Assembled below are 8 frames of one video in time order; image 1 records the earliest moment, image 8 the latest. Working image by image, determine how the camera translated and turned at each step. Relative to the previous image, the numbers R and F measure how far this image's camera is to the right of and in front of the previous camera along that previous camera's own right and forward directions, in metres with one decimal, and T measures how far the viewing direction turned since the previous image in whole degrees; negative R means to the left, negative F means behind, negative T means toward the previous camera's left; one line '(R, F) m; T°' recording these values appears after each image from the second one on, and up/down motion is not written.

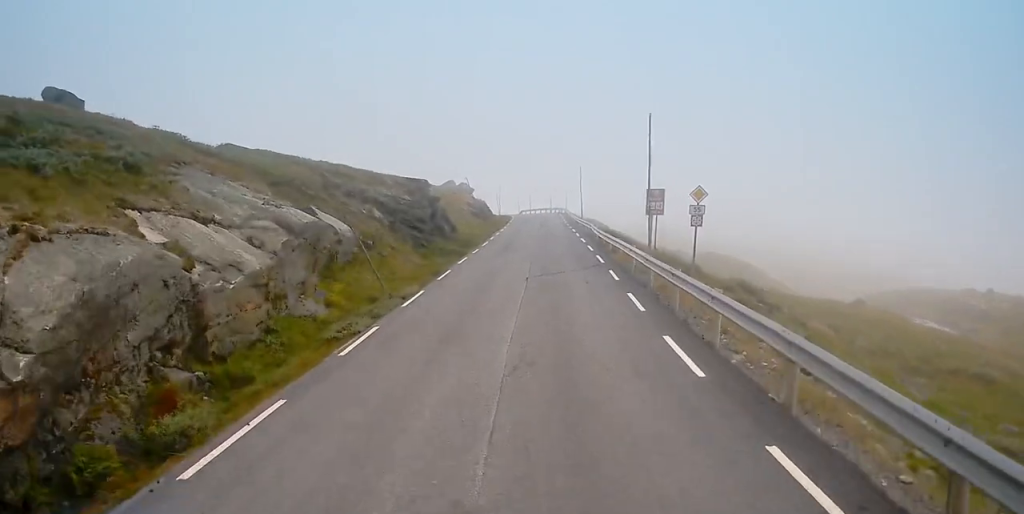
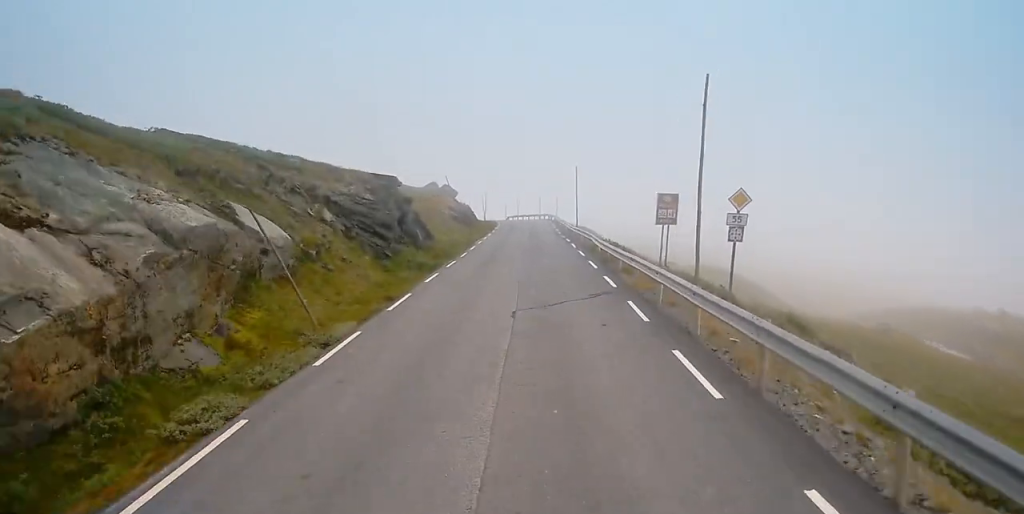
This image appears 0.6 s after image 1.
(-0.4, +7.1) m; 0°
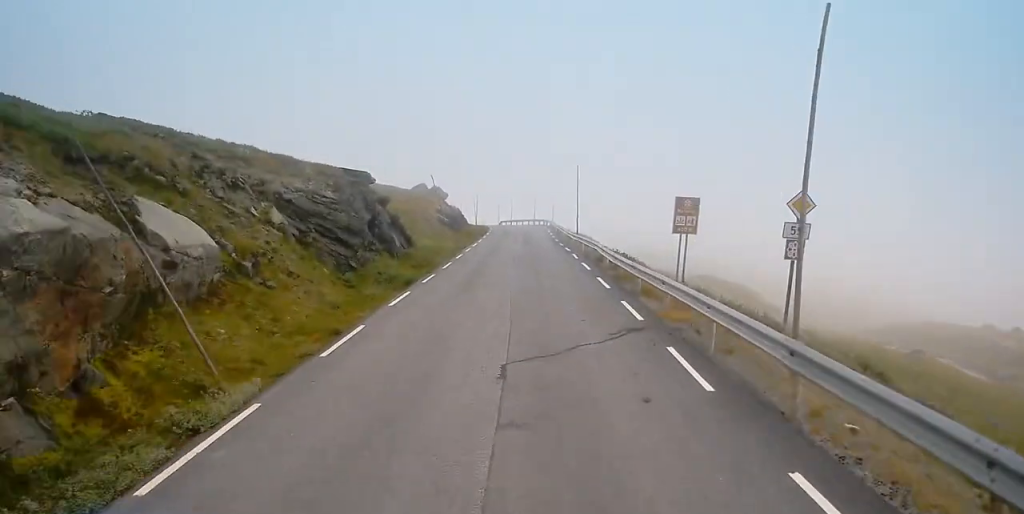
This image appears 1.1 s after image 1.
(-0.1, +5.5) m; 0°
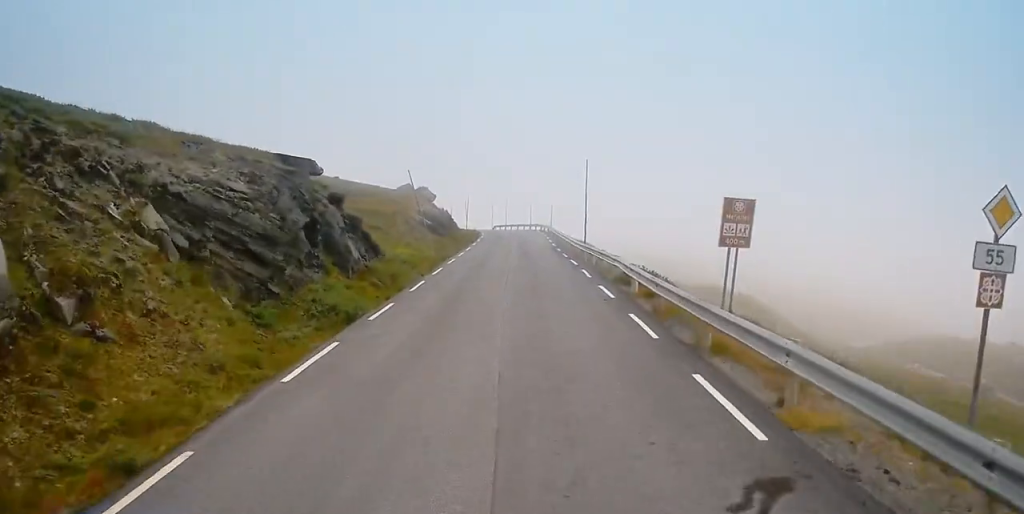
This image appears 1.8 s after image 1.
(+0.4, +8.0) m; 0°
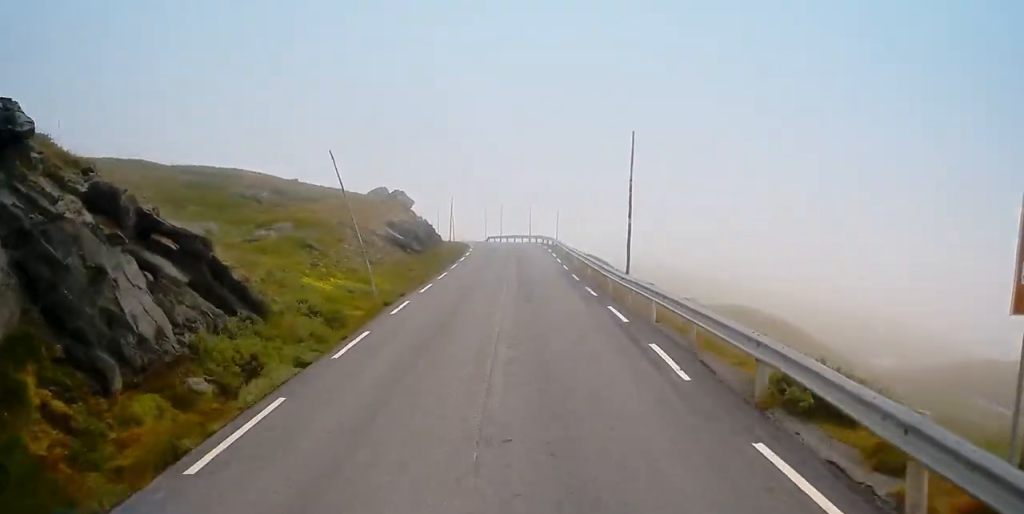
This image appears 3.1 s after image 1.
(-0.4, +14.9) m; 0°
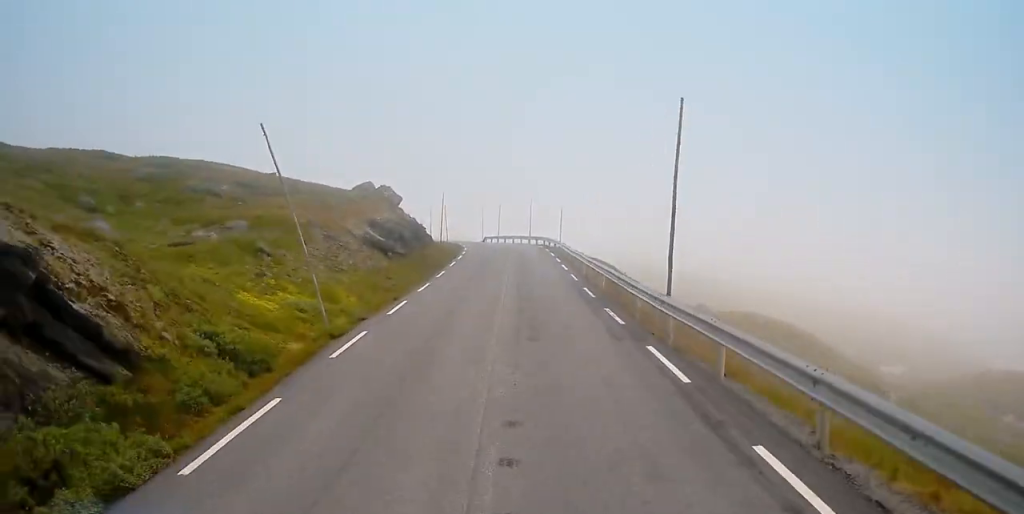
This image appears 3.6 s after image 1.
(+0.2, +5.9) m; +1°
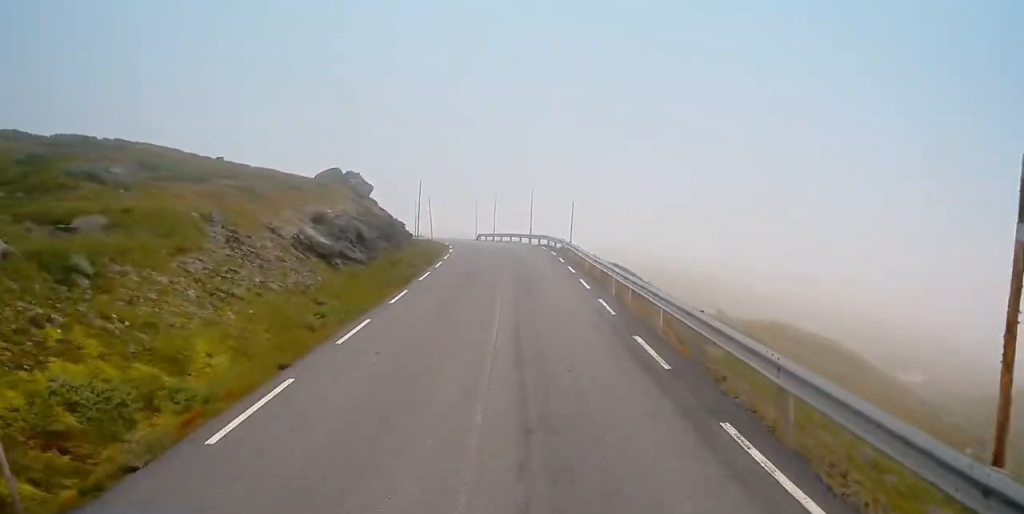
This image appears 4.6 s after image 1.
(+0.2, +11.0) m; +1°
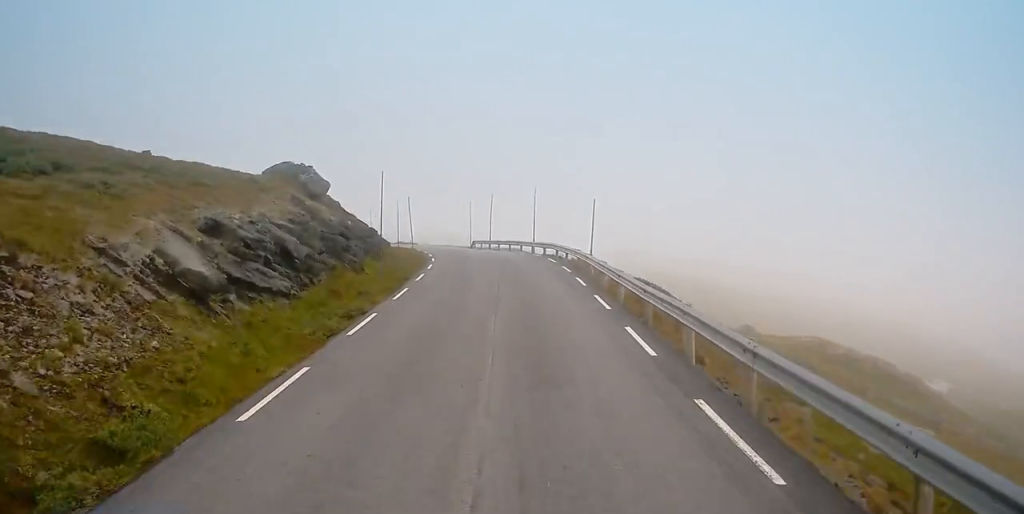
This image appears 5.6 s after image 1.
(0.0, +10.7) m; -2°
